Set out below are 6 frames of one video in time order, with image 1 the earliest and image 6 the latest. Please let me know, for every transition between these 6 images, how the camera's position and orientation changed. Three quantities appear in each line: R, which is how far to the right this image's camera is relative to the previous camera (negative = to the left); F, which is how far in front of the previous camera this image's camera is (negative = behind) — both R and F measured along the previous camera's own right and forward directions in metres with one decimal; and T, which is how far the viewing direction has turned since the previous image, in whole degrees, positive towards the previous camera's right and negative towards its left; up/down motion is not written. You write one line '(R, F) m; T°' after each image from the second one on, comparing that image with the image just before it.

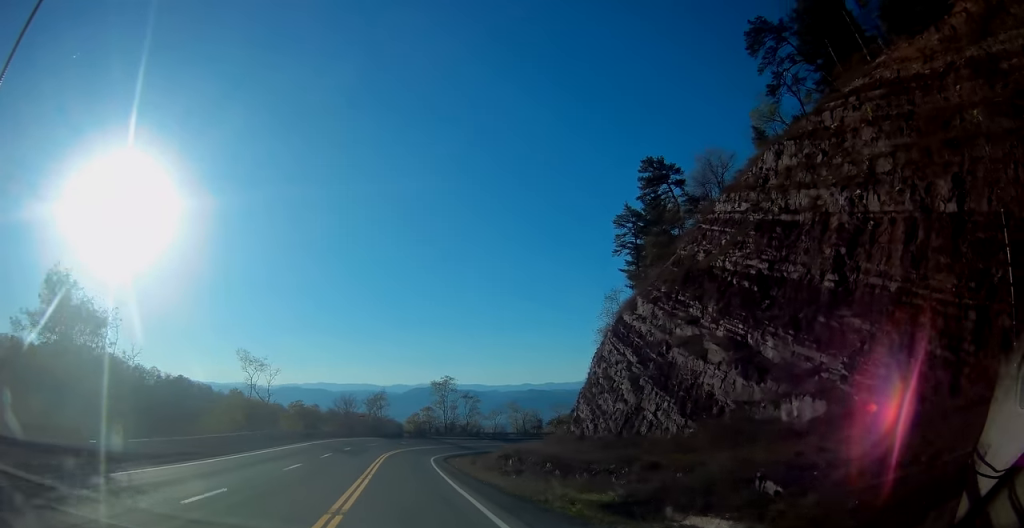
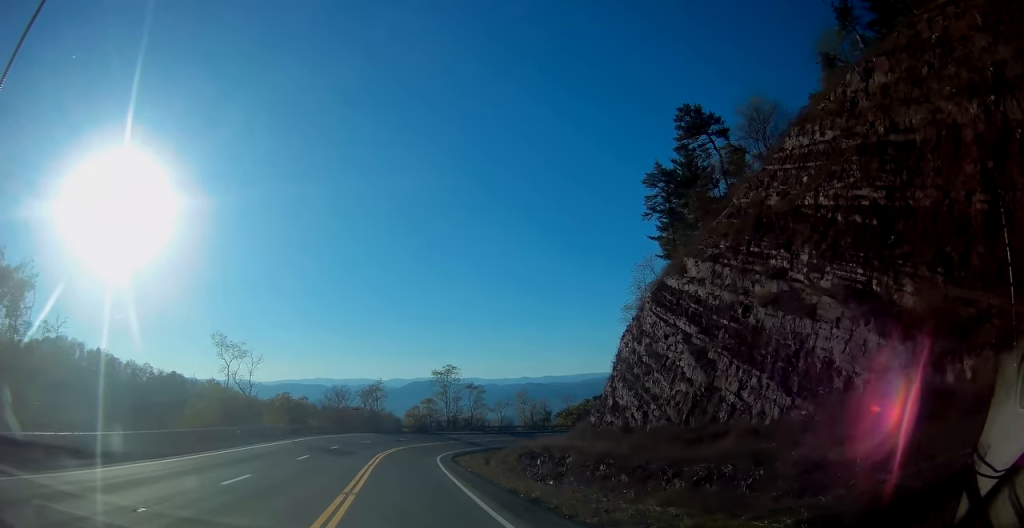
(0.0, +9.4) m; +1°
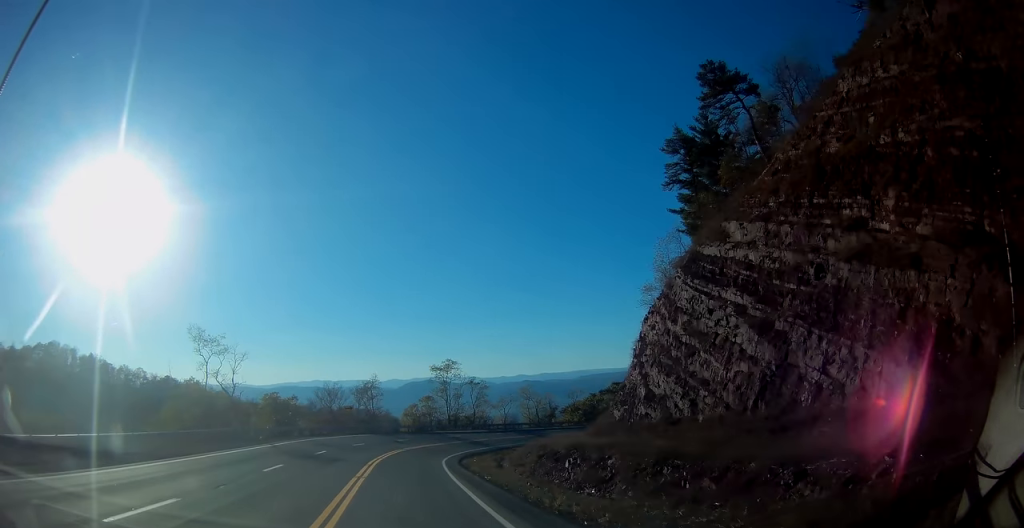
(0.0, +6.5) m; 0°
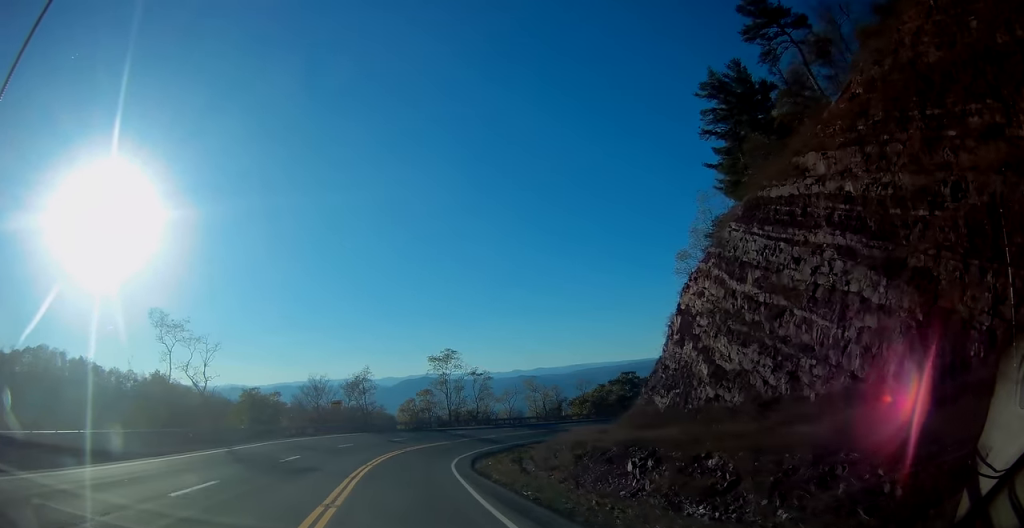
(+0.1, +8.7) m; +1°
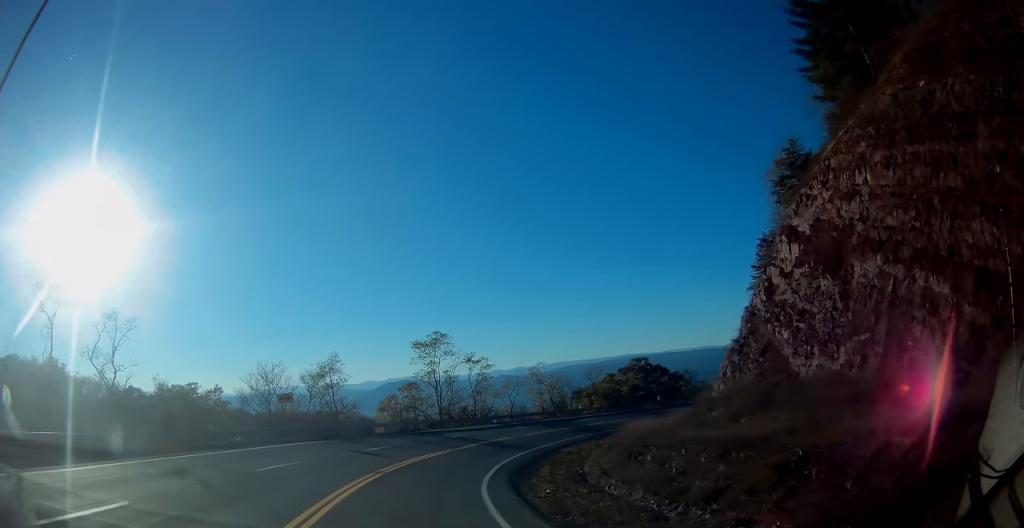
(+0.2, +17.0) m; +2°
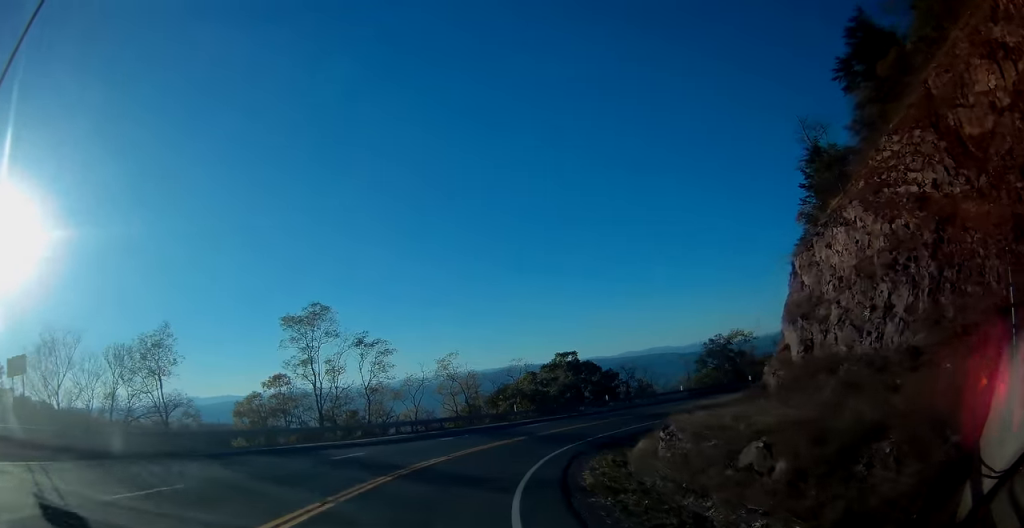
(+0.8, +21.1) m; +8°
